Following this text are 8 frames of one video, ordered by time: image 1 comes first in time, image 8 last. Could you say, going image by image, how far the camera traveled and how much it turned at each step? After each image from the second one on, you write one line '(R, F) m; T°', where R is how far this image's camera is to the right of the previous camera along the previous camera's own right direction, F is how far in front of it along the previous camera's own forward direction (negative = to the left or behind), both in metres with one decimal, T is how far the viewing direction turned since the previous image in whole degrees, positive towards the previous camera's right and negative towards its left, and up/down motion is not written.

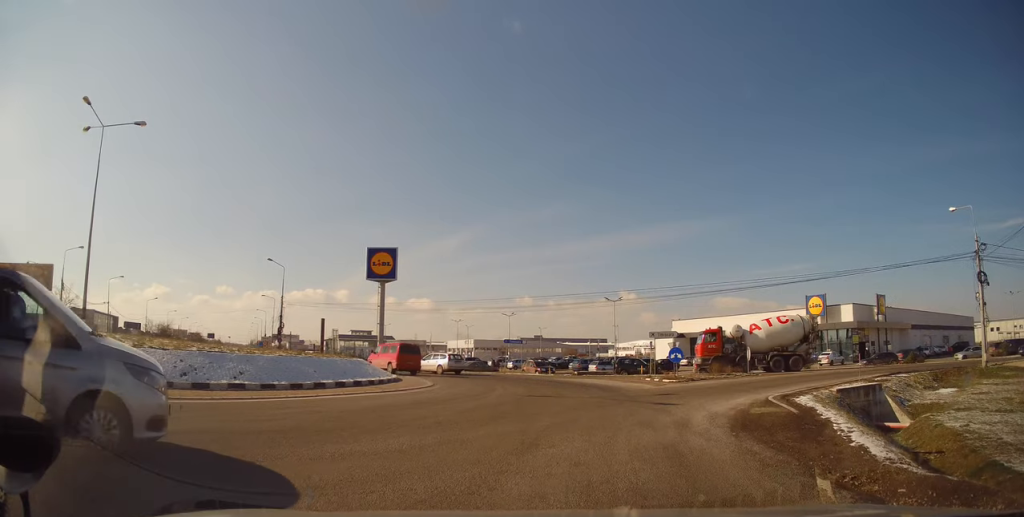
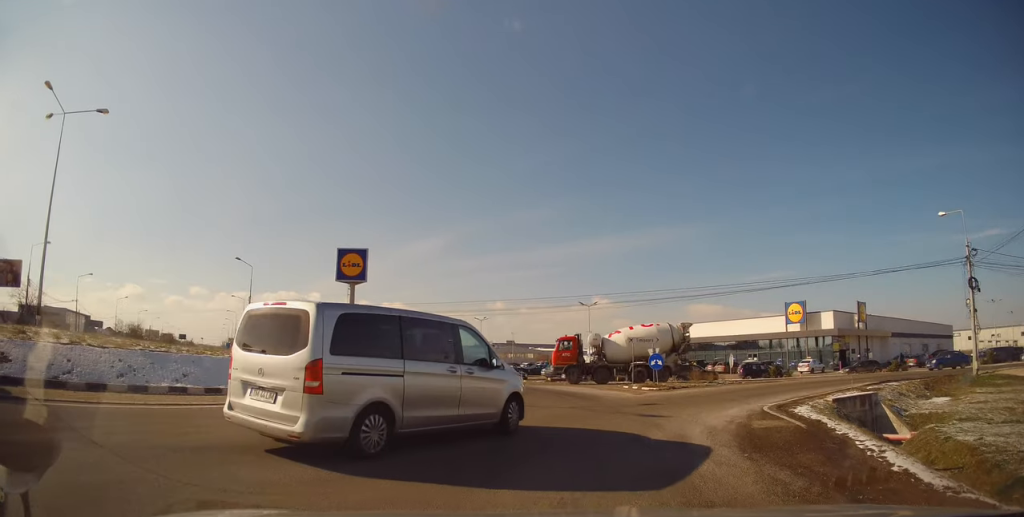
(+0.5, +1.7) m; +4°
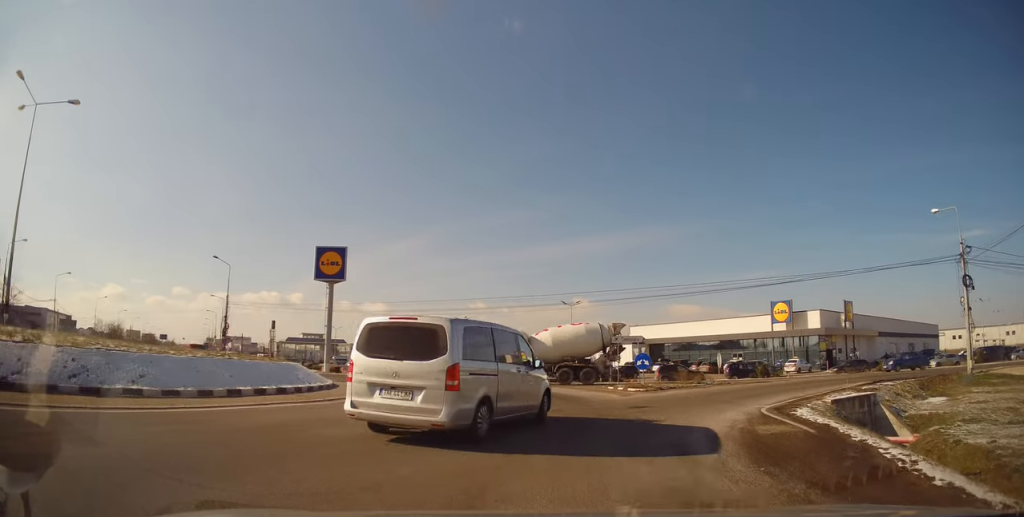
(-0.1, +1.1) m; -1°
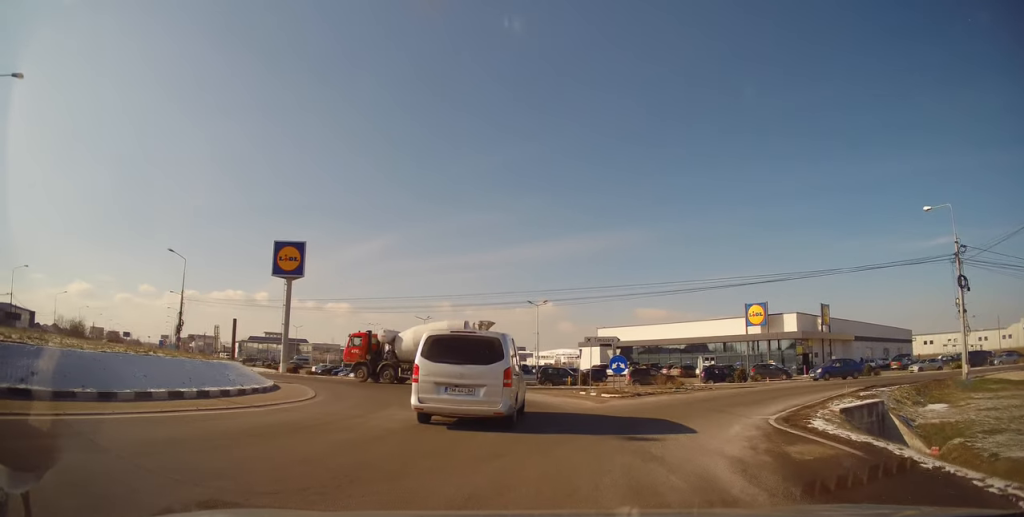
(-0.3, +2.4) m; 0°
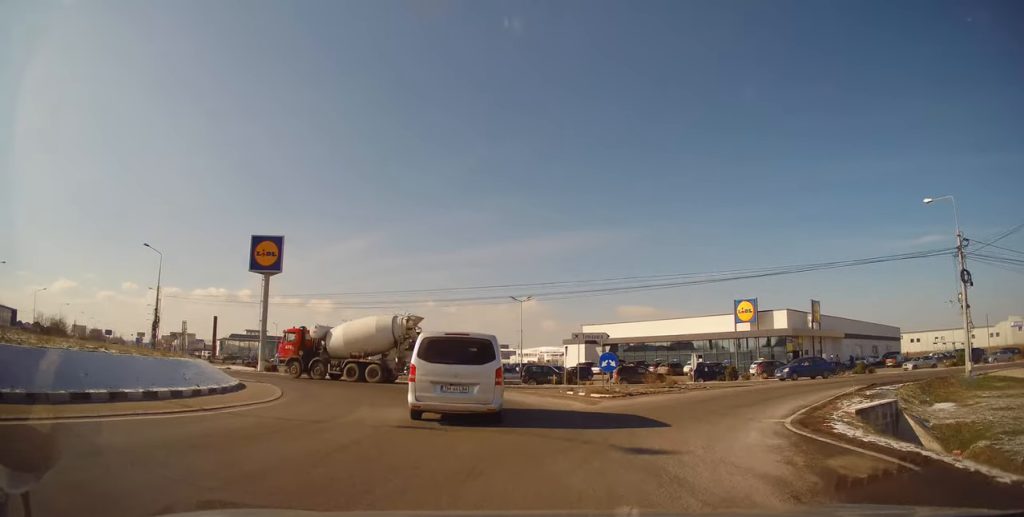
(+0.1, +1.5) m; +4°
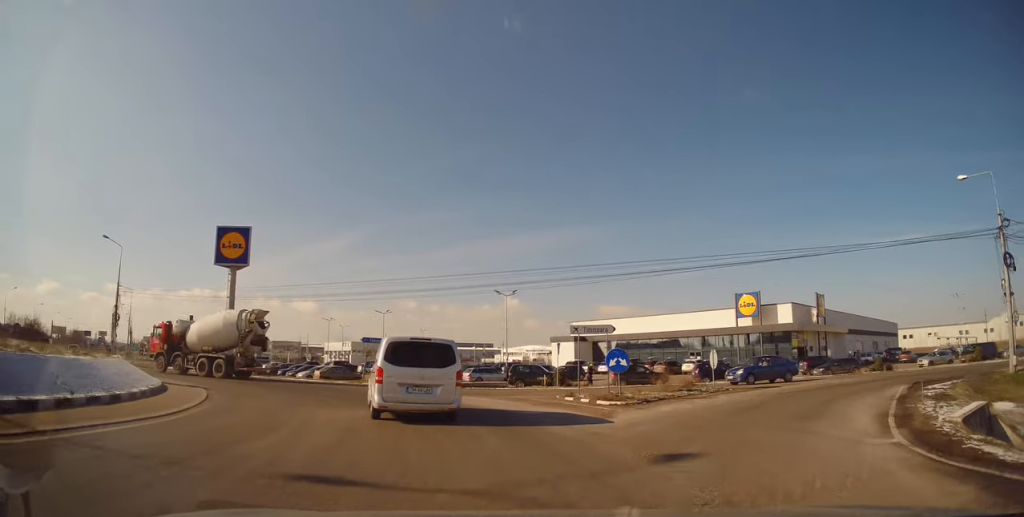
(+0.3, +4.2) m; +4°
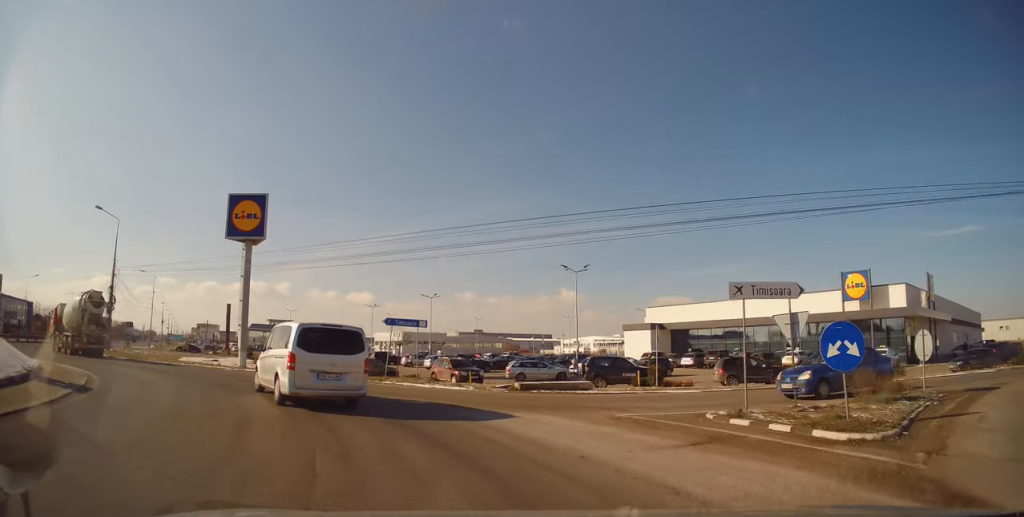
(-0.5, +8.8) m; -10°
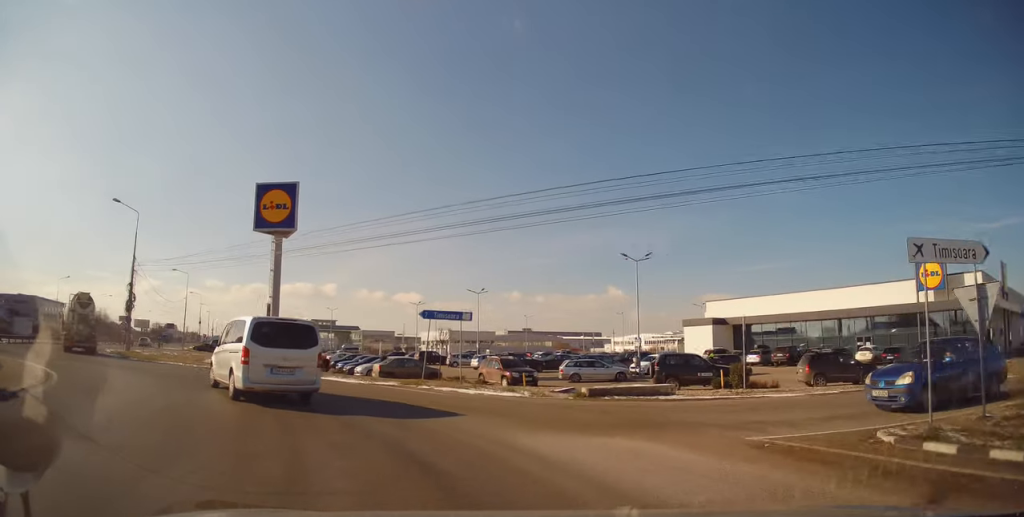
(-0.3, +3.9) m; -5°
